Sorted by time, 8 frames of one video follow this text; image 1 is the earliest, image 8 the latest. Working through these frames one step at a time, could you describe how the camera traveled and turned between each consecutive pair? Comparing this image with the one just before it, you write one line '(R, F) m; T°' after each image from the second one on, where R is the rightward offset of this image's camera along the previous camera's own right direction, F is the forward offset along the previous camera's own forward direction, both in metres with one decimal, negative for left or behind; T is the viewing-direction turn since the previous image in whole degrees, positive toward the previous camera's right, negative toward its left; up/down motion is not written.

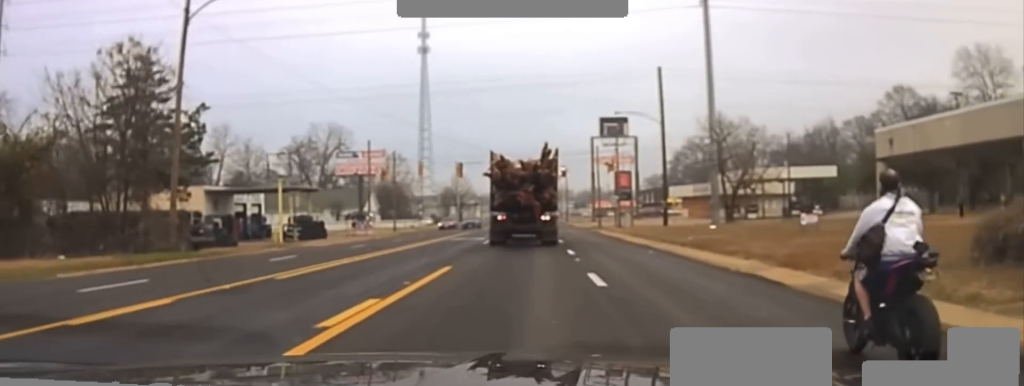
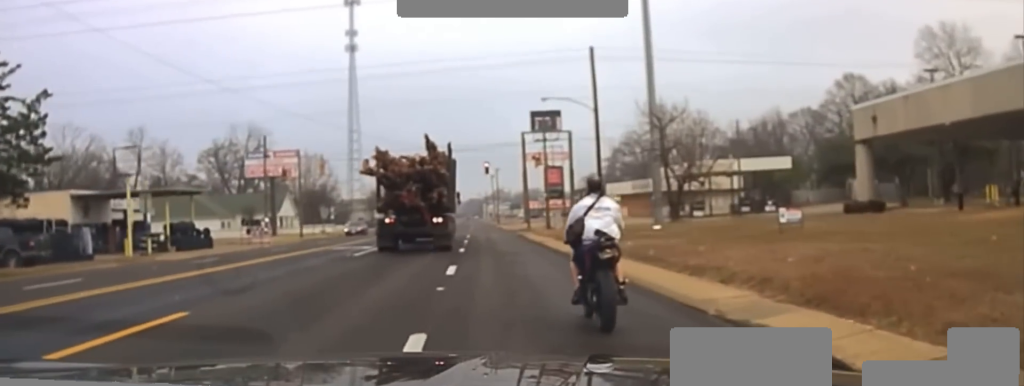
(0.0, +9.2) m; 0°
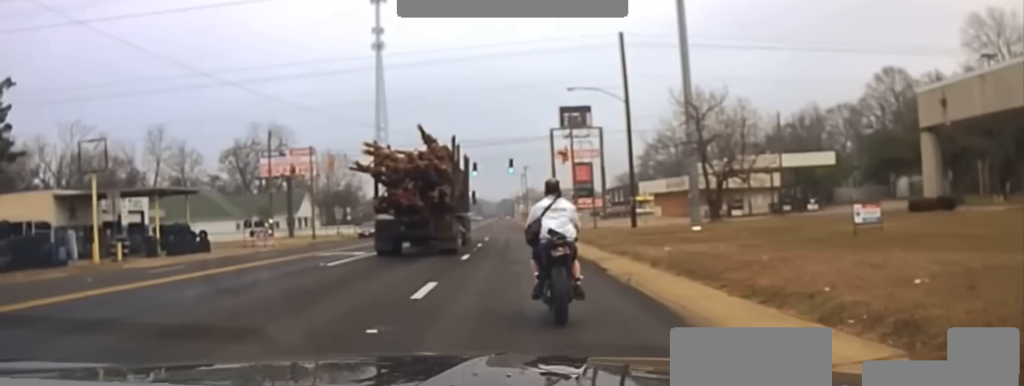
(0.0, +5.3) m; -3°
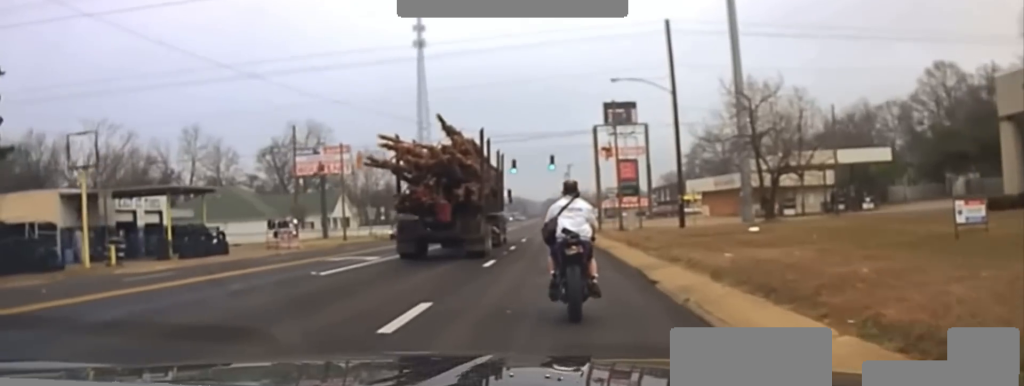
(-0.2, +3.9) m; -2°
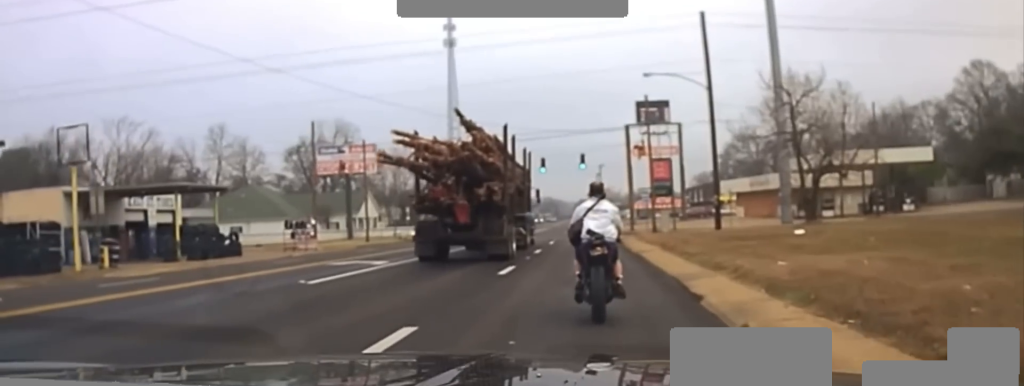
(-0.1, +2.7) m; -2°
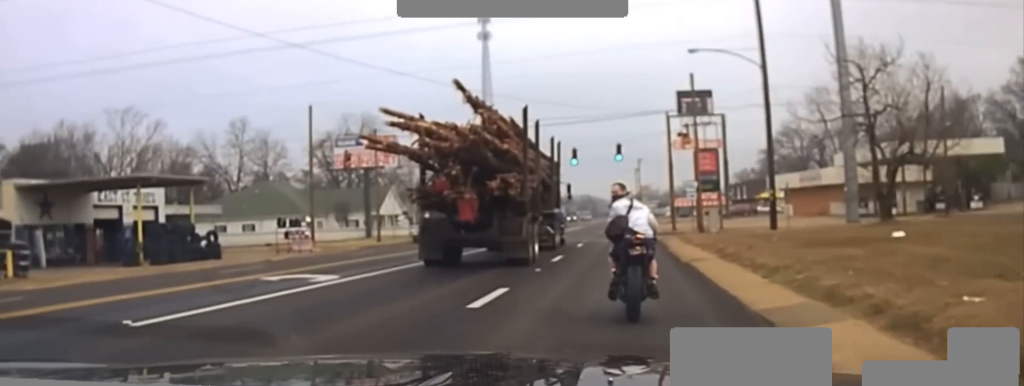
(0.0, +7.6) m; 0°
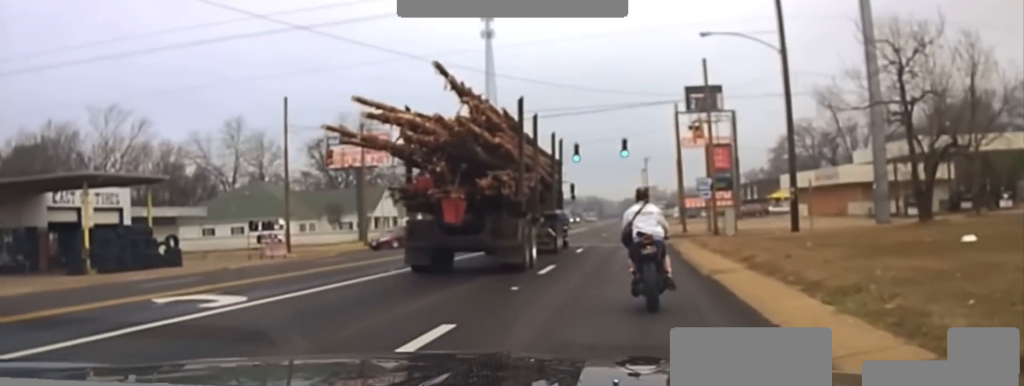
(0.0, +4.9) m; 0°
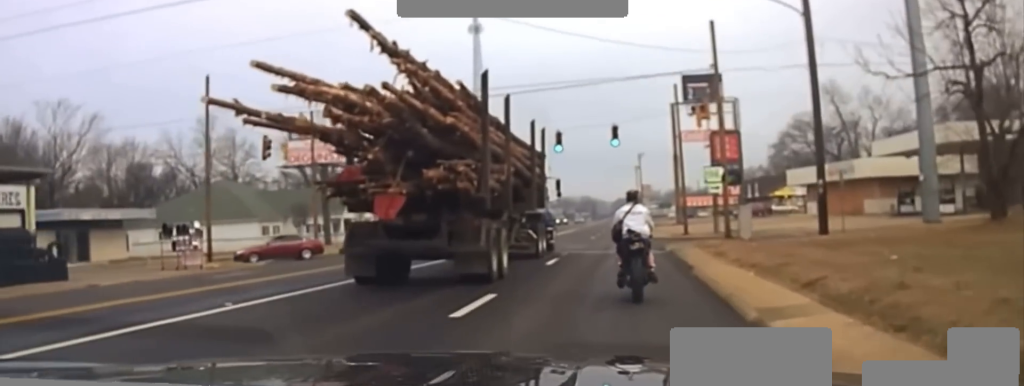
(0.0, +8.2) m; 0°
